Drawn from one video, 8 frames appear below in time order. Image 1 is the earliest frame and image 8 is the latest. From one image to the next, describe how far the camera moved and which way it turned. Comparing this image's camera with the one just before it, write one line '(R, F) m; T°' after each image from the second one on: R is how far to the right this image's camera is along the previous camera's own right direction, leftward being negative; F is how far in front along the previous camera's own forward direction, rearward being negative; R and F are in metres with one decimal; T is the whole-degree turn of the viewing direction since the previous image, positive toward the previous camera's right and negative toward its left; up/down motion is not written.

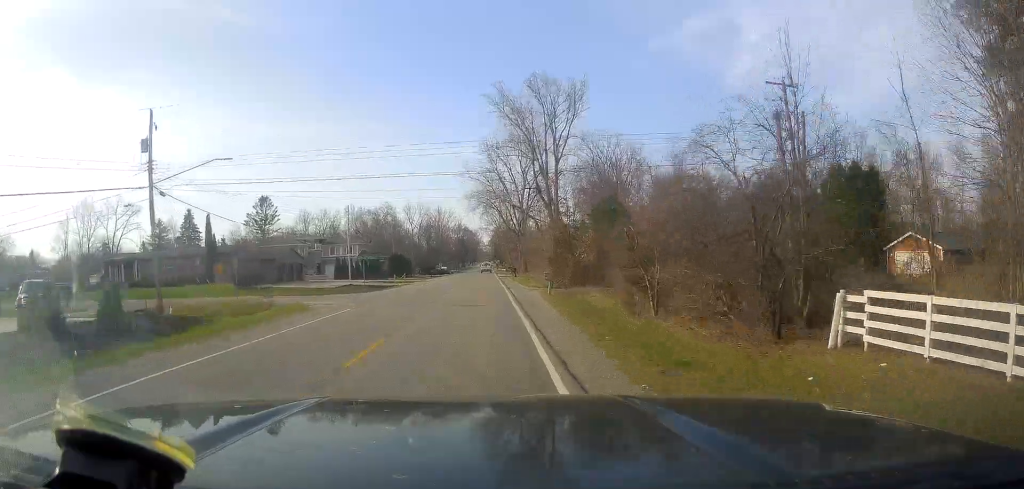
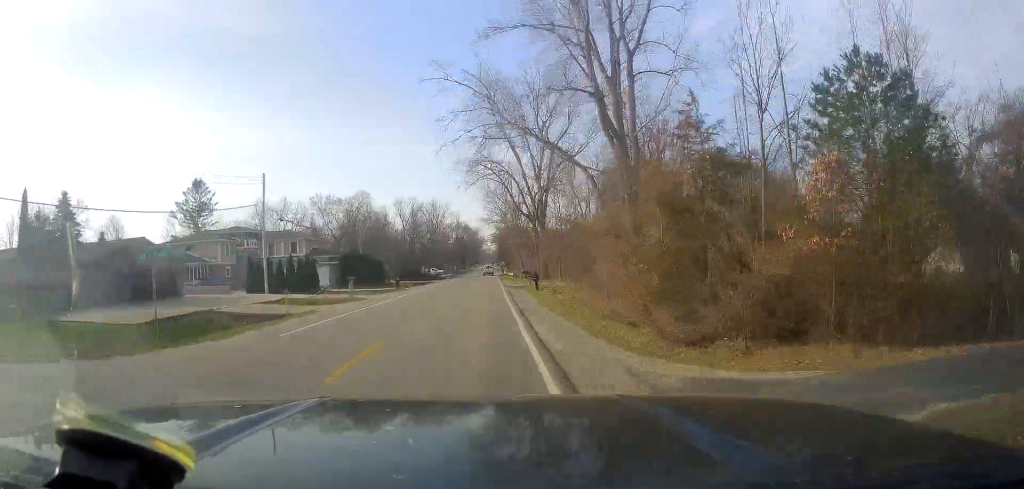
(-0.8, +31.4) m; -1°
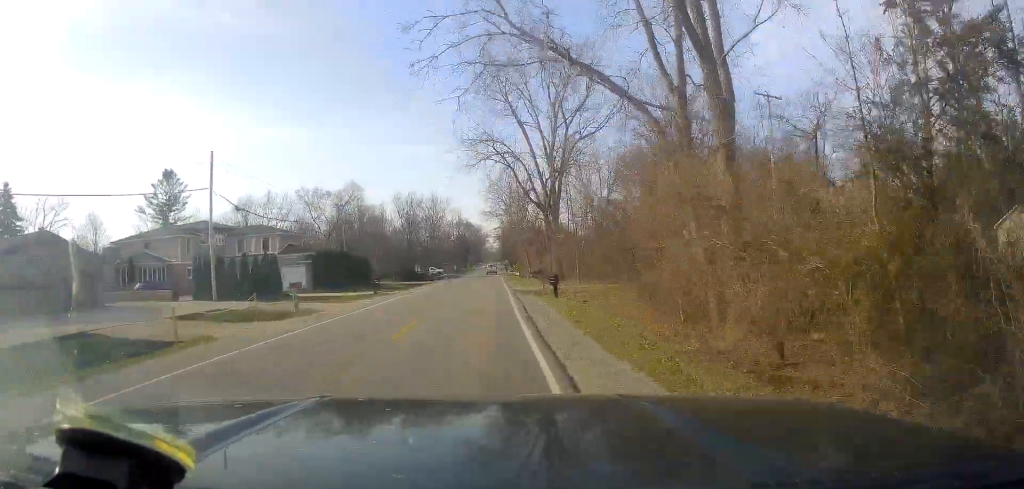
(+0.4, +10.7) m; 0°
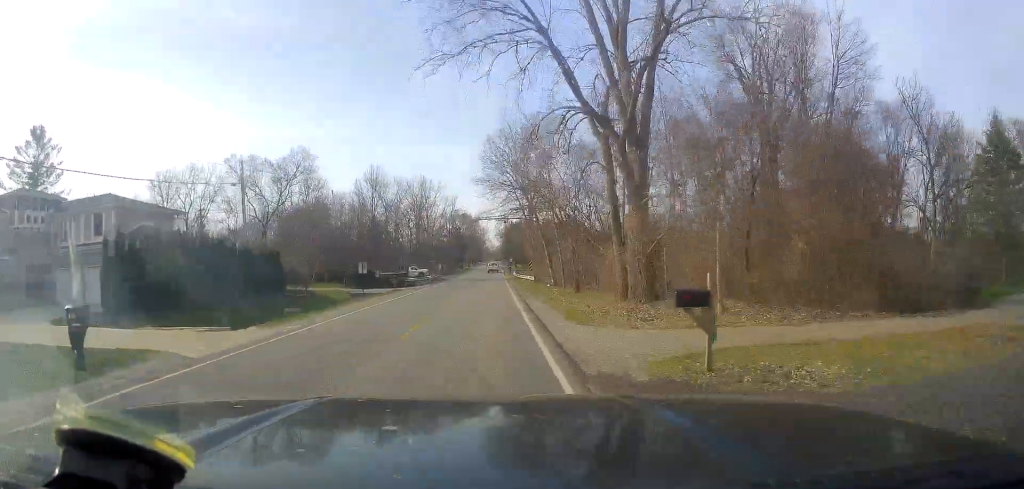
(-0.4, +30.9) m; -1°
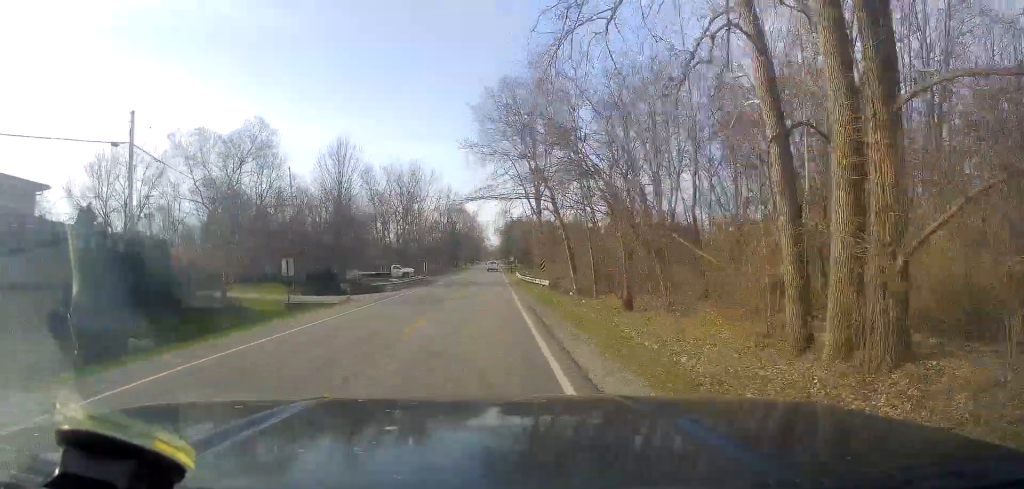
(+0.2, +15.5) m; +1°
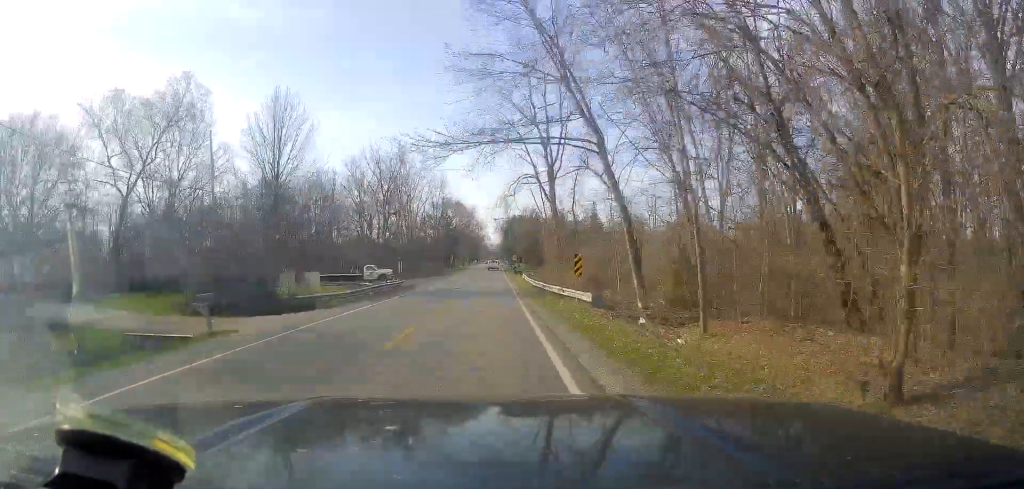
(+0.2, +17.0) m; +1°
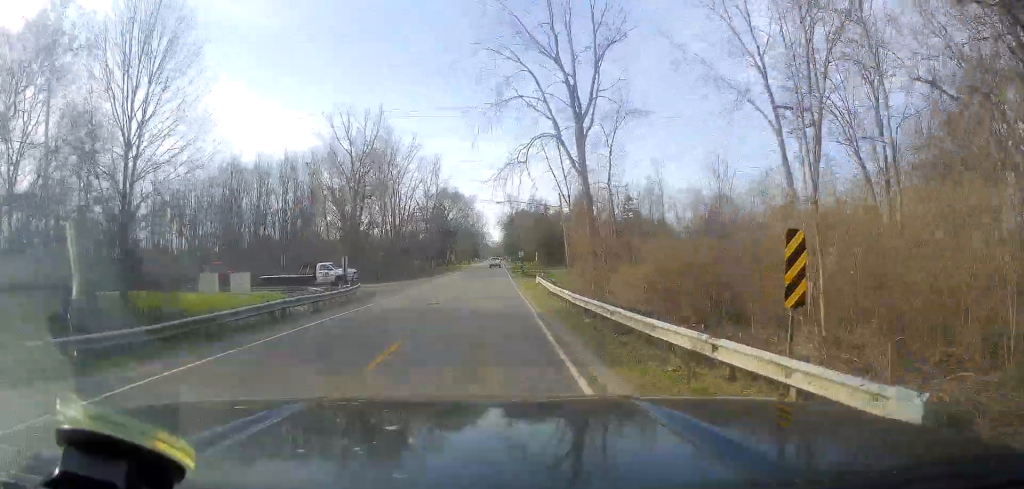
(+0.2, +17.7) m; +1°
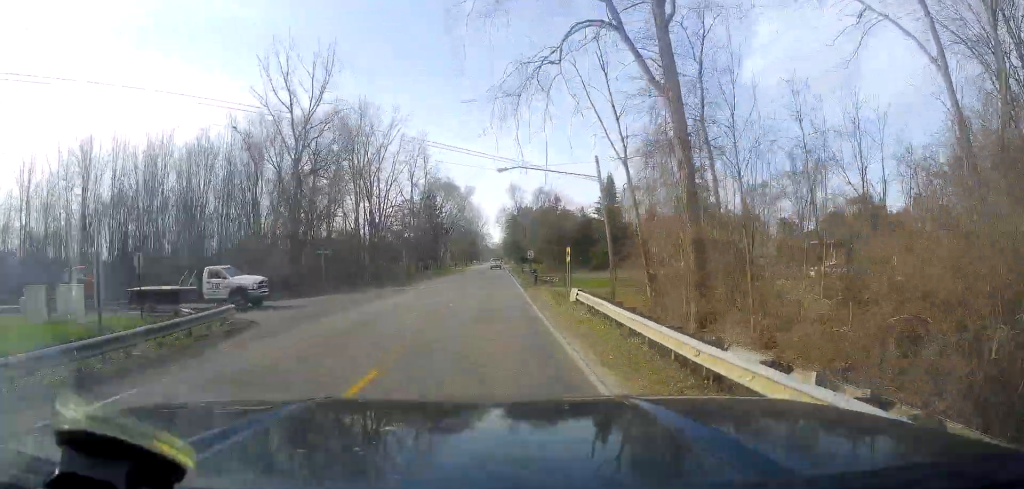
(+0.1, +19.0) m; -2°
